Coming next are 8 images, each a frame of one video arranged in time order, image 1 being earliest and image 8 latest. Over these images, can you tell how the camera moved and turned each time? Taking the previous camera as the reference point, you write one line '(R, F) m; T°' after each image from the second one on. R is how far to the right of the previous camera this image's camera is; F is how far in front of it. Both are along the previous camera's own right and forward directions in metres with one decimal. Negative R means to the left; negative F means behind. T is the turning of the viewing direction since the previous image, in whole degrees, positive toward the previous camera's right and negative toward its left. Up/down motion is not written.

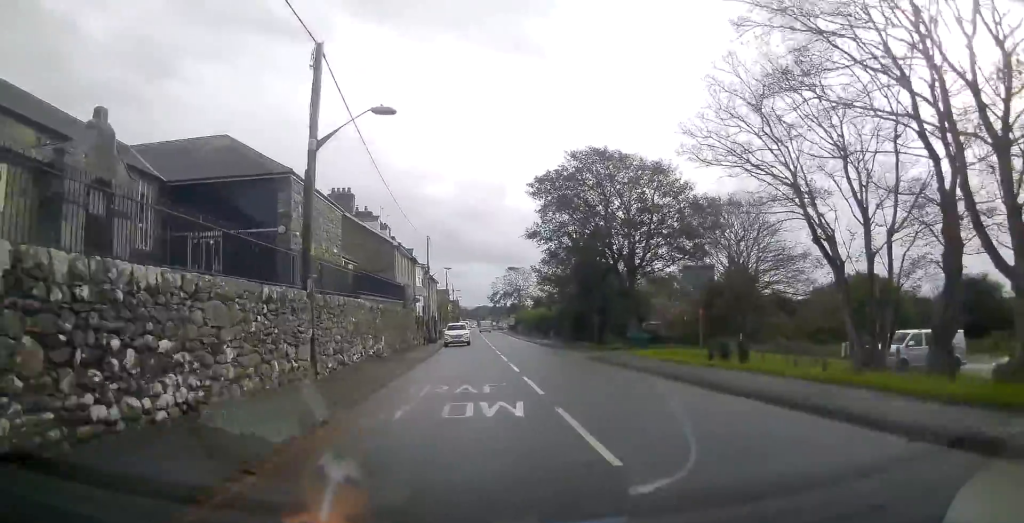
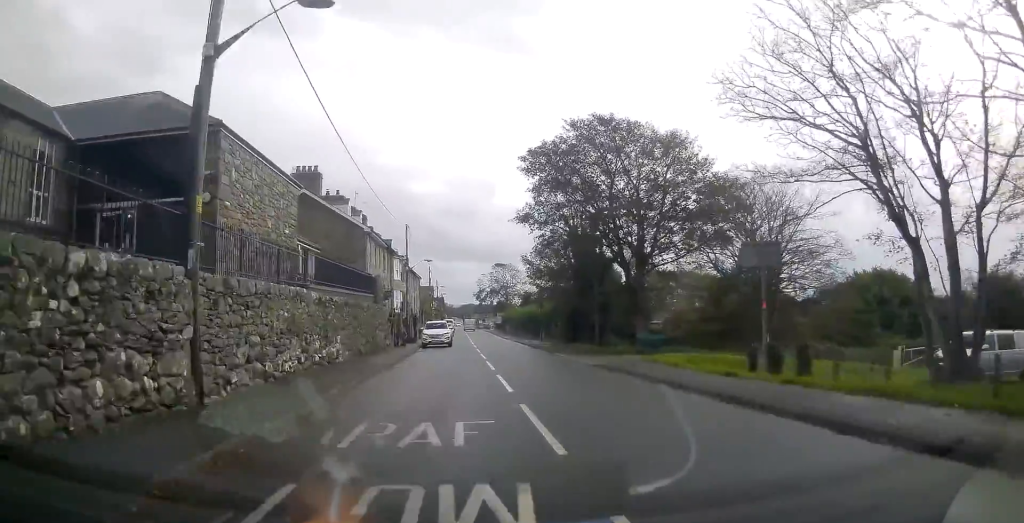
(+0.3, +5.6) m; +2°
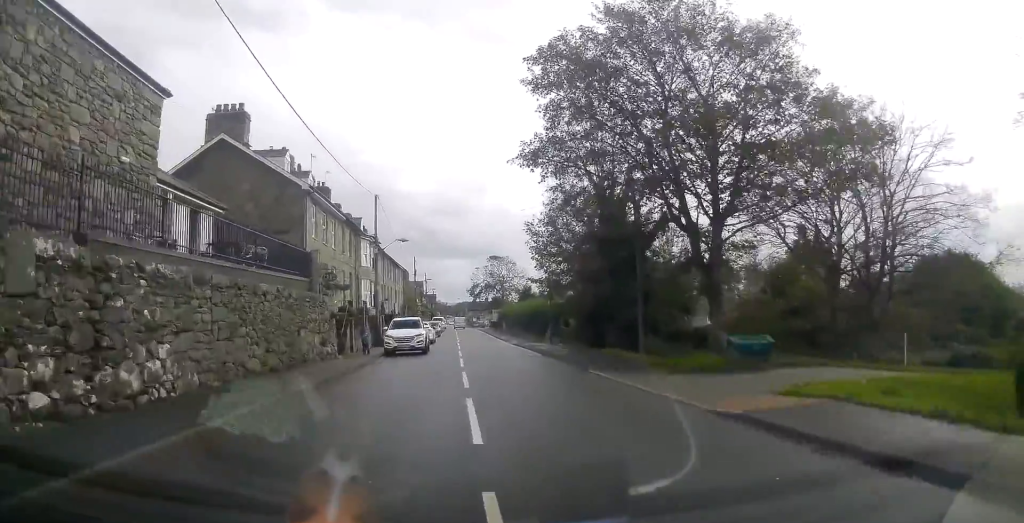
(+0.4, +11.5) m; +2°
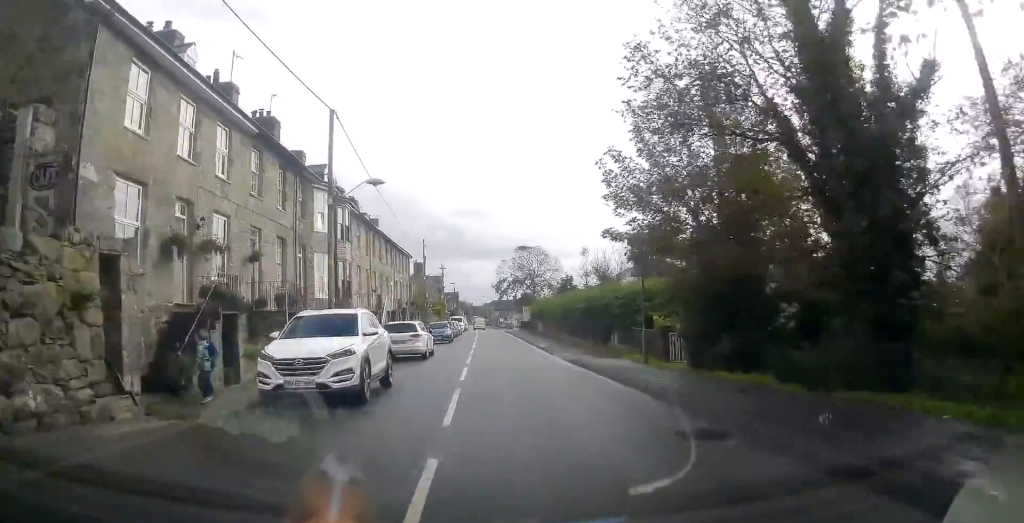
(0.0, +16.8) m; 0°
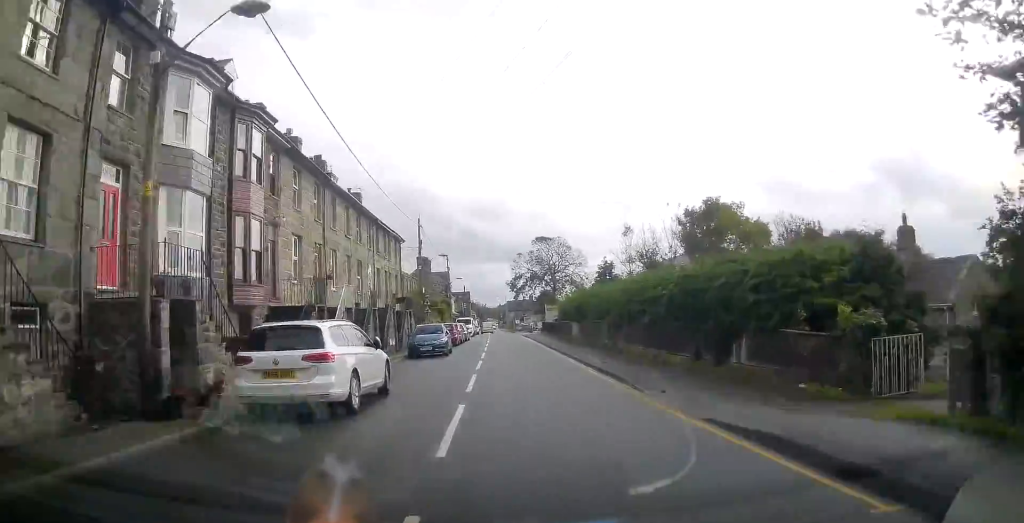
(-0.2, +13.9) m; -1°
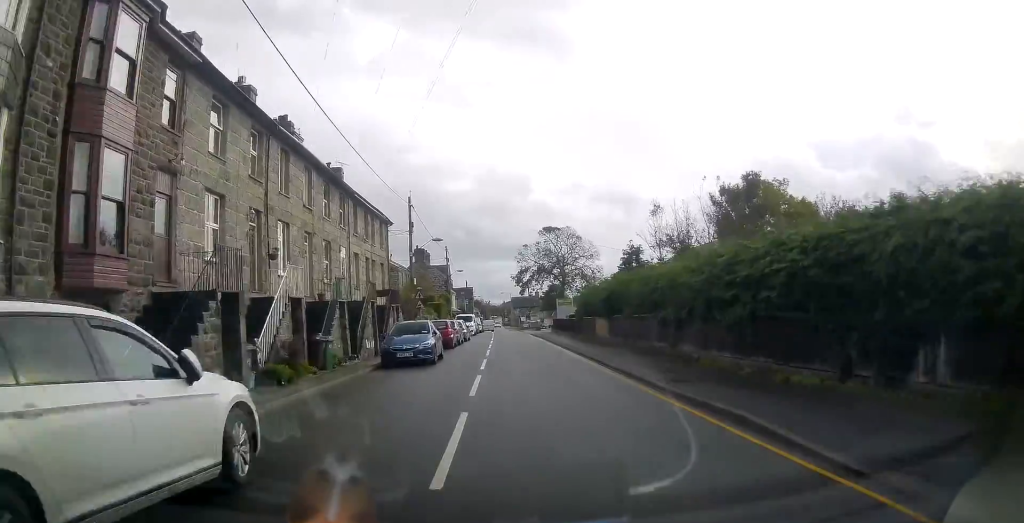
(-0.1, +7.3) m; 0°
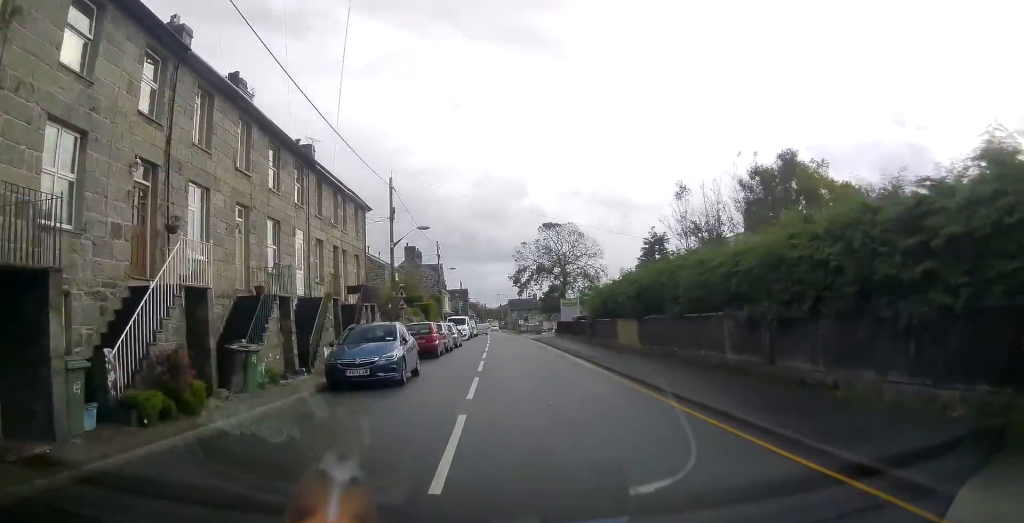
(0.0, +6.2) m; 0°
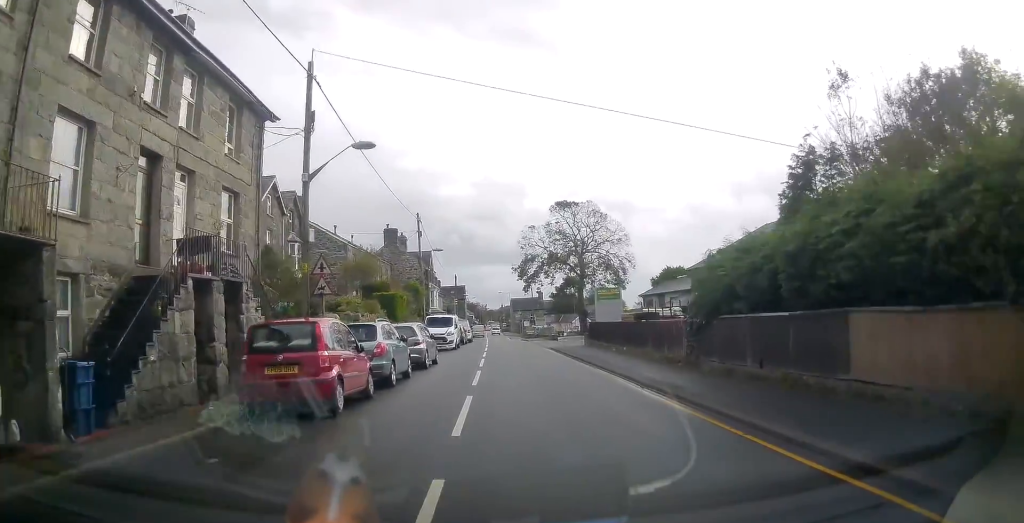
(0.0, +16.3) m; 0°
